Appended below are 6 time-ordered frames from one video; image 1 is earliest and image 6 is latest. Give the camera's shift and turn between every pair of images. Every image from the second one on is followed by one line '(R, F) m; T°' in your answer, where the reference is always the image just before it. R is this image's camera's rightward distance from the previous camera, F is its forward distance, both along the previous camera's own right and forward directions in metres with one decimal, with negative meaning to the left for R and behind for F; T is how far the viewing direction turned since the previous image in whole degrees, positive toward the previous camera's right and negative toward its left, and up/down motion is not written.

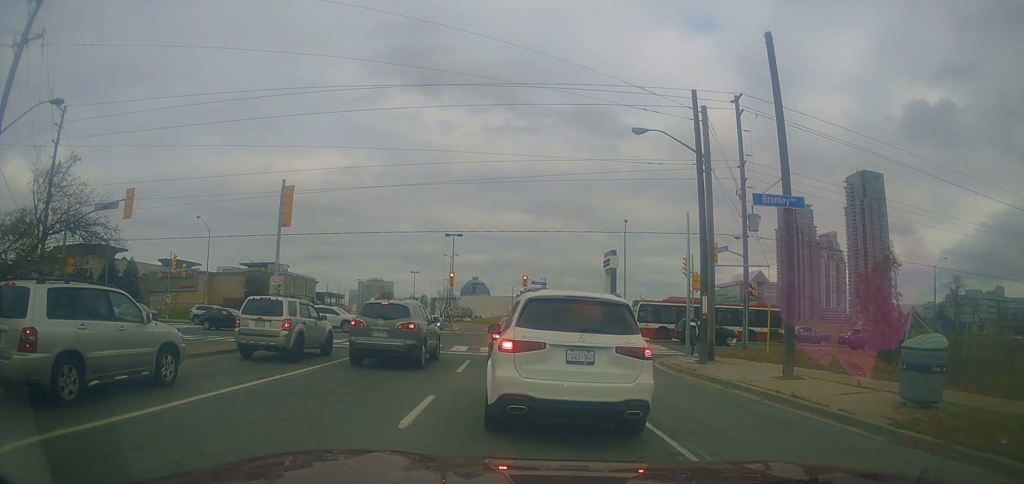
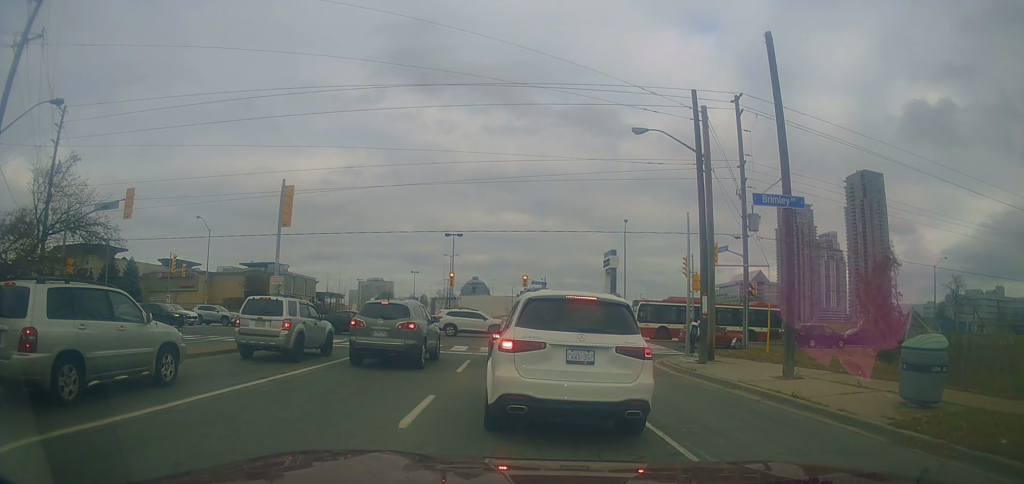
(0.0, 0.0) m; 0°
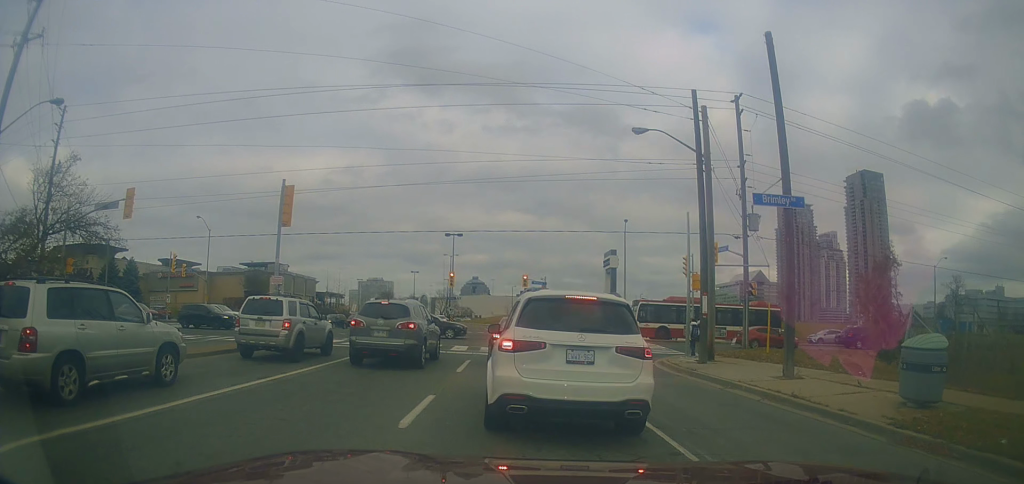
(0.0, 0.0) m; 0°
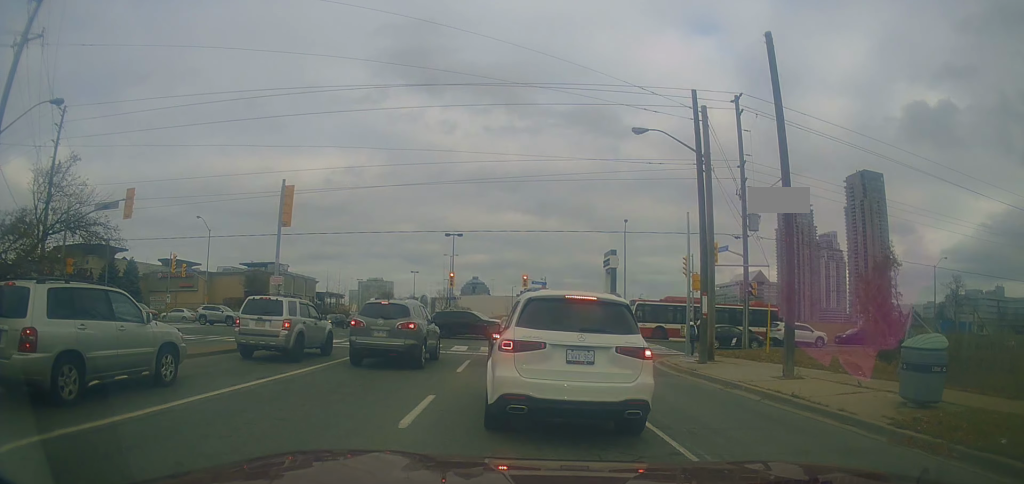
(0.0, 0.0) m; 0°
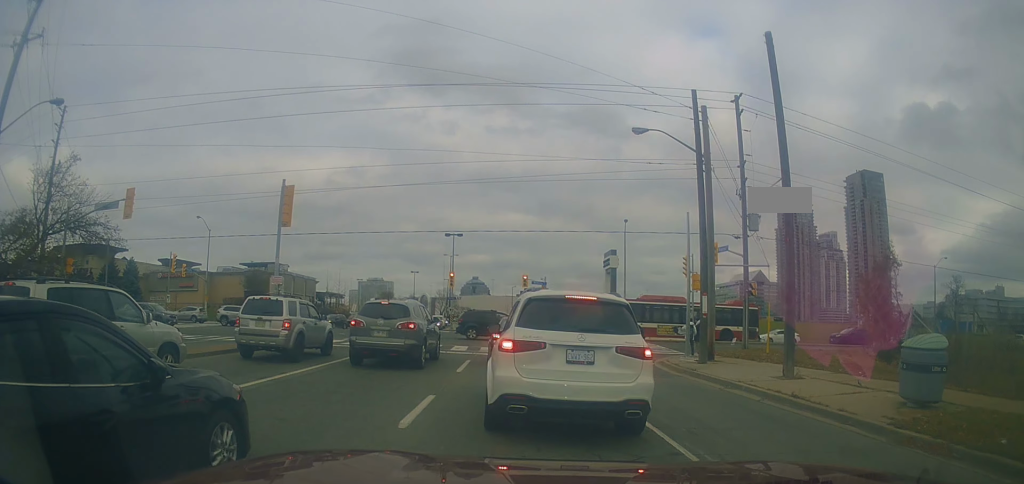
(0.0, 0.0) m; 0°
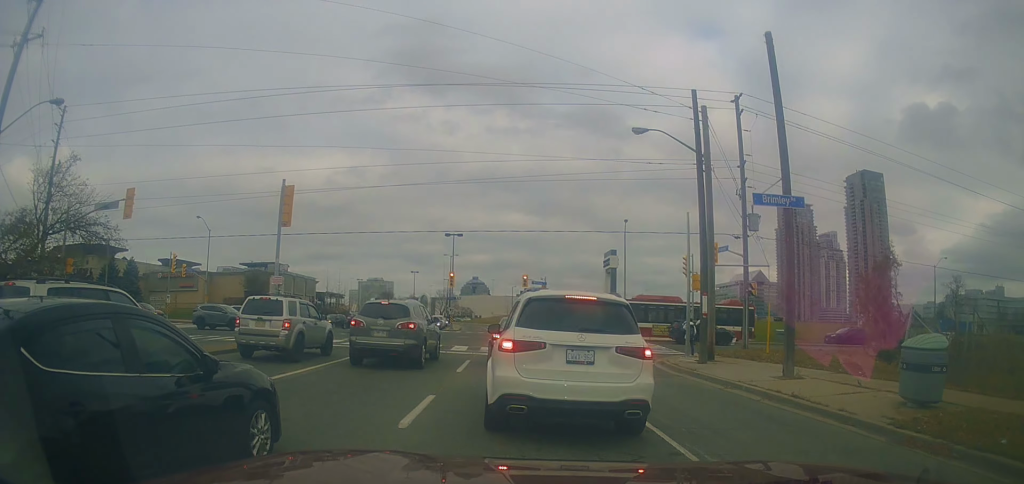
(0.0, 0.0) m; 0°
